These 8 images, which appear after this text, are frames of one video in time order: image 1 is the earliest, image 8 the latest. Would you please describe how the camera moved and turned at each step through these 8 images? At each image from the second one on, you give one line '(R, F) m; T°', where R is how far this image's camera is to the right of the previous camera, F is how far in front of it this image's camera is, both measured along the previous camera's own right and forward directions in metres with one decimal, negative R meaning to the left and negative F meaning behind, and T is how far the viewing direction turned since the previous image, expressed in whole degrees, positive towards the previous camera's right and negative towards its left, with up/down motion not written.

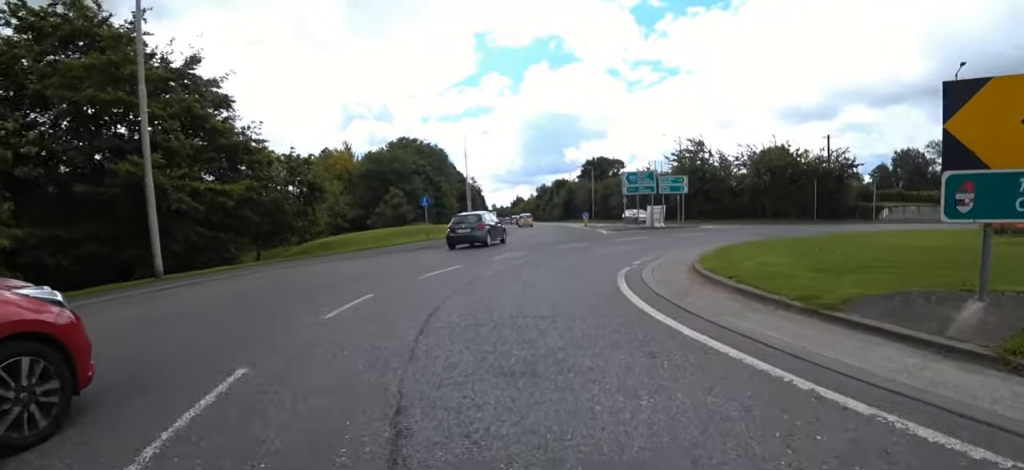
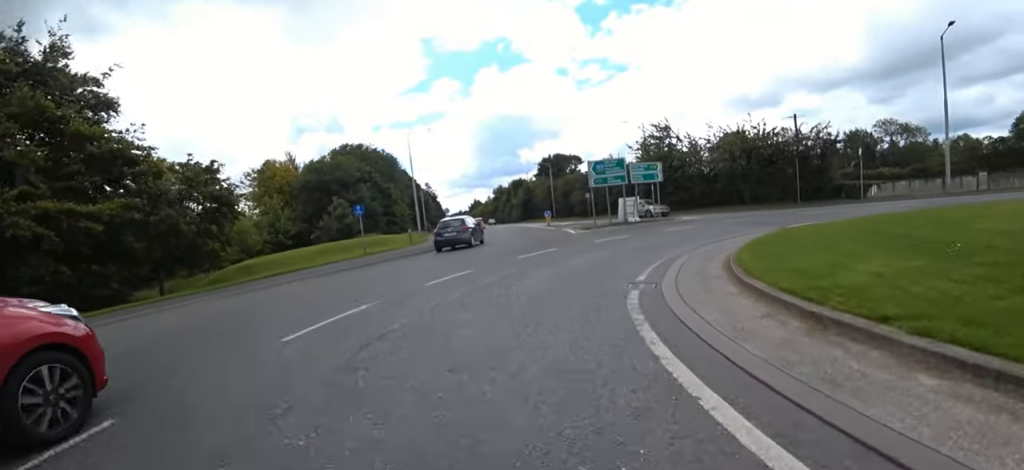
(-0.2, +3.8) m; -4°
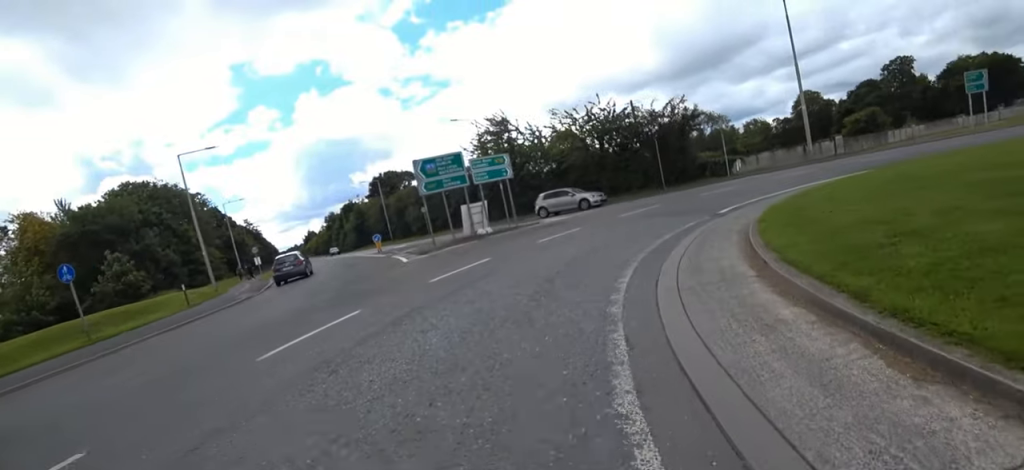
(+0.2, +5.9) m; +15°
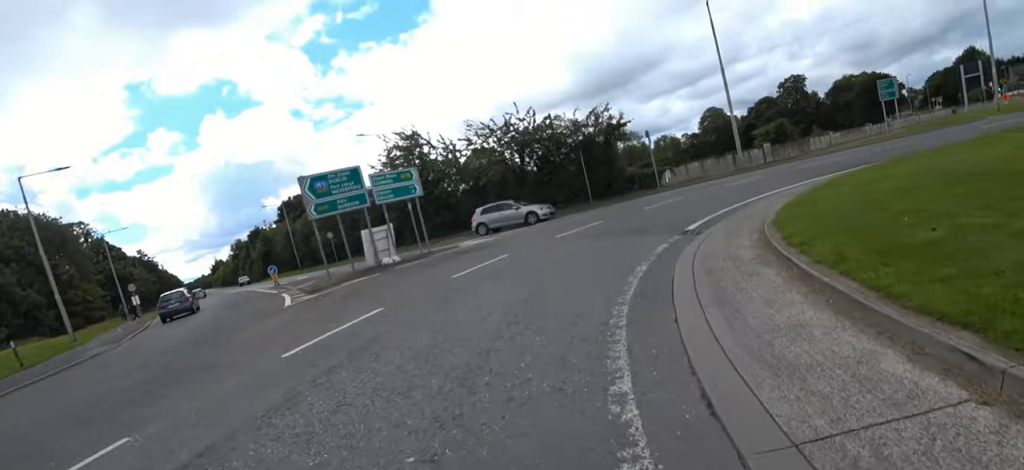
(+0.3, +2.8) m; +10°
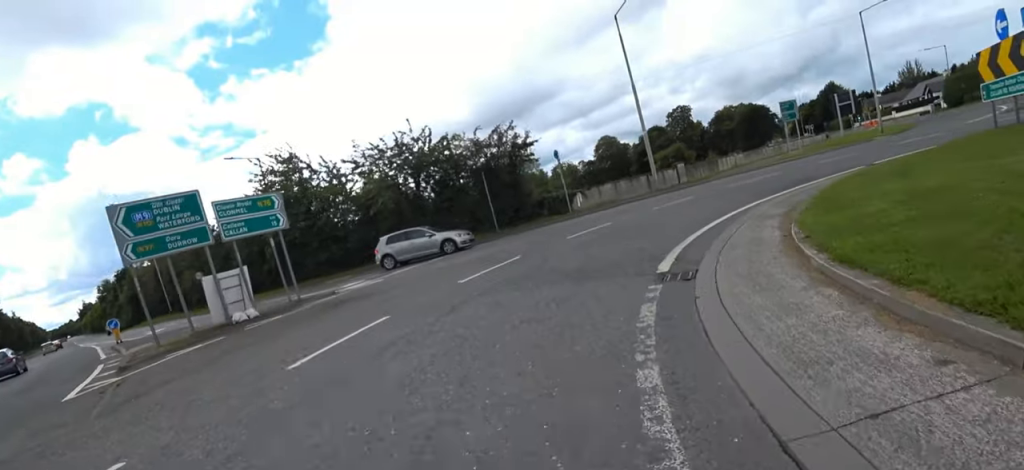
(+0.4, +3.1) m; +13°
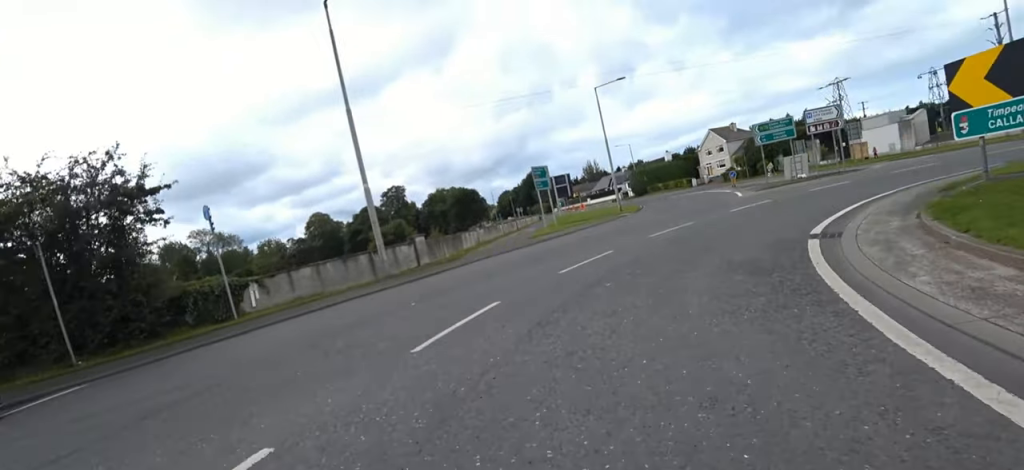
(+2.9, +8.5) m; +32°
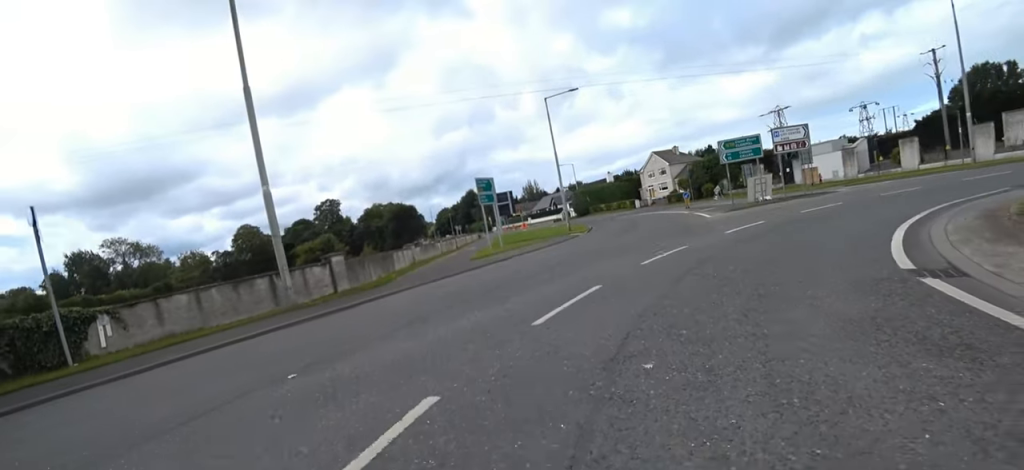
(+0.1, +3.0) m; +4°
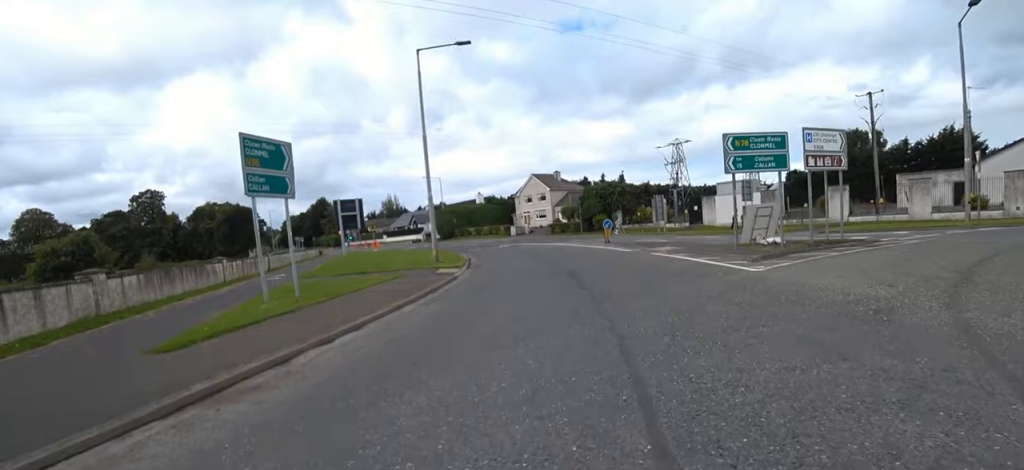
(+2.9, +11.2) m; +20°
